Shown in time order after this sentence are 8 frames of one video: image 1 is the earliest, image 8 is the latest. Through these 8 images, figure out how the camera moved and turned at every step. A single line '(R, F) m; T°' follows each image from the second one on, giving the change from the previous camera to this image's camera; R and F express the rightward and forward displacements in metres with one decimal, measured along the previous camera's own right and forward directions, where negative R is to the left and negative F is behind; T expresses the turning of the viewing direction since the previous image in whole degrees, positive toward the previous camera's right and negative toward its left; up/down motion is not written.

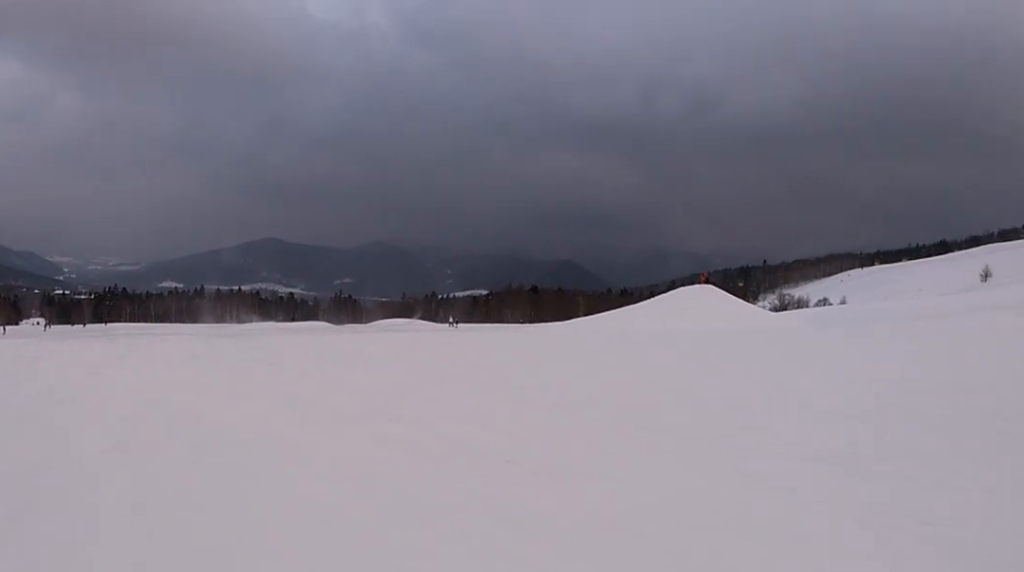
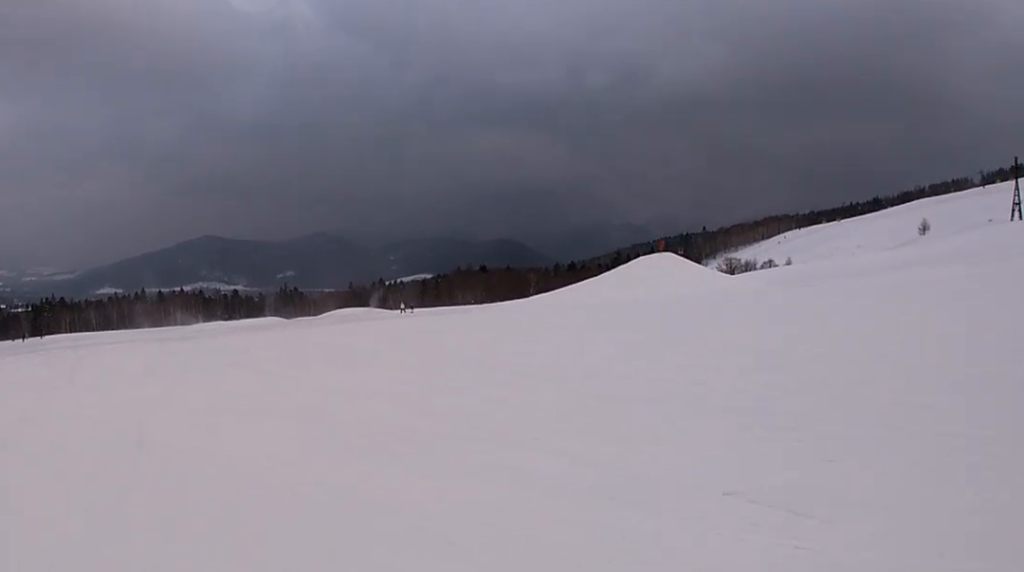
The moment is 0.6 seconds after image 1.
(0.0, +3.2) m; 0°
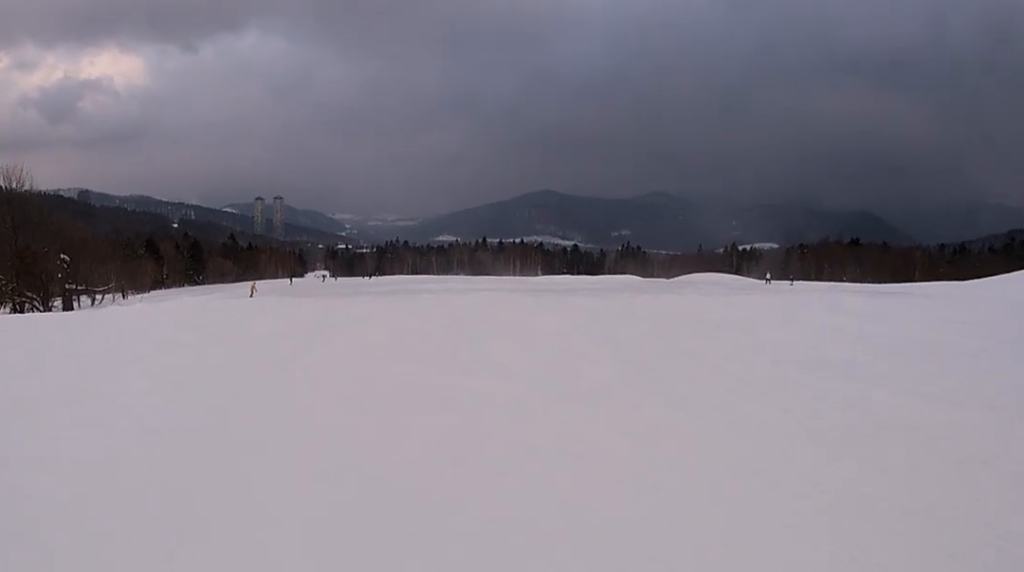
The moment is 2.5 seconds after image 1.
(+0.6, +10.6) m; +19°
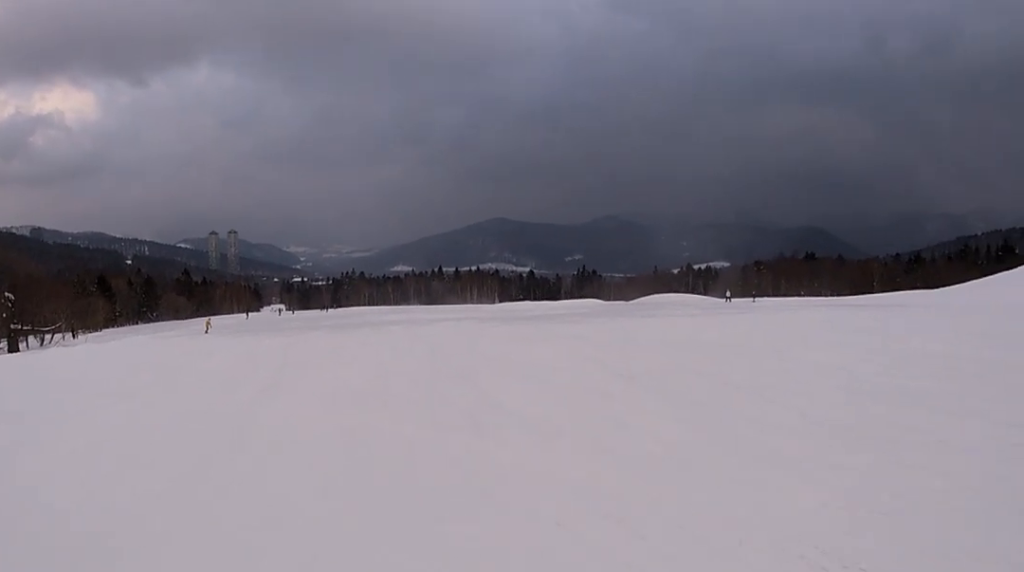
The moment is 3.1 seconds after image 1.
(+0.8, +2.8) m; 0°
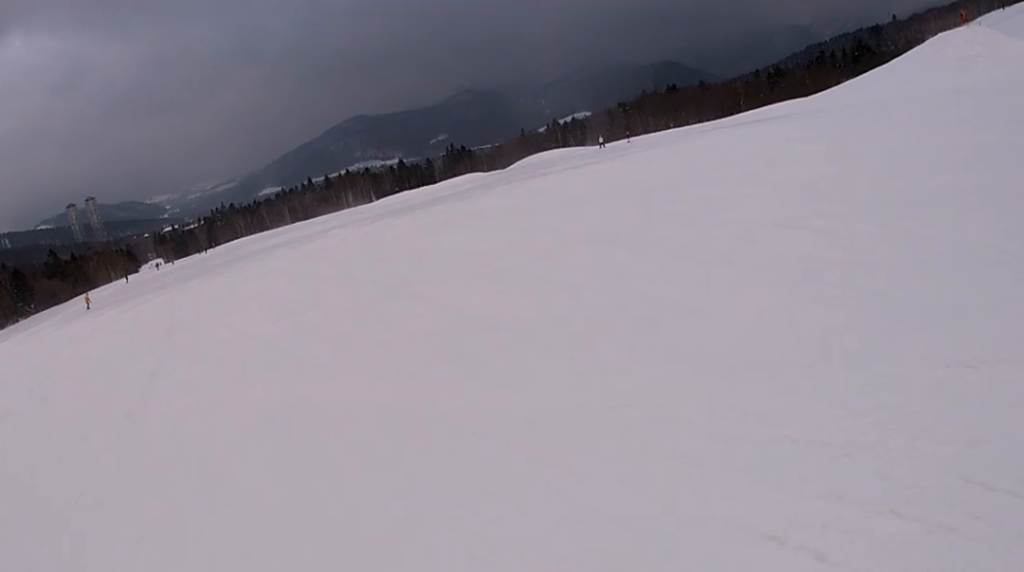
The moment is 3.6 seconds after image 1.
(+0.4, +2.8) m; -3°
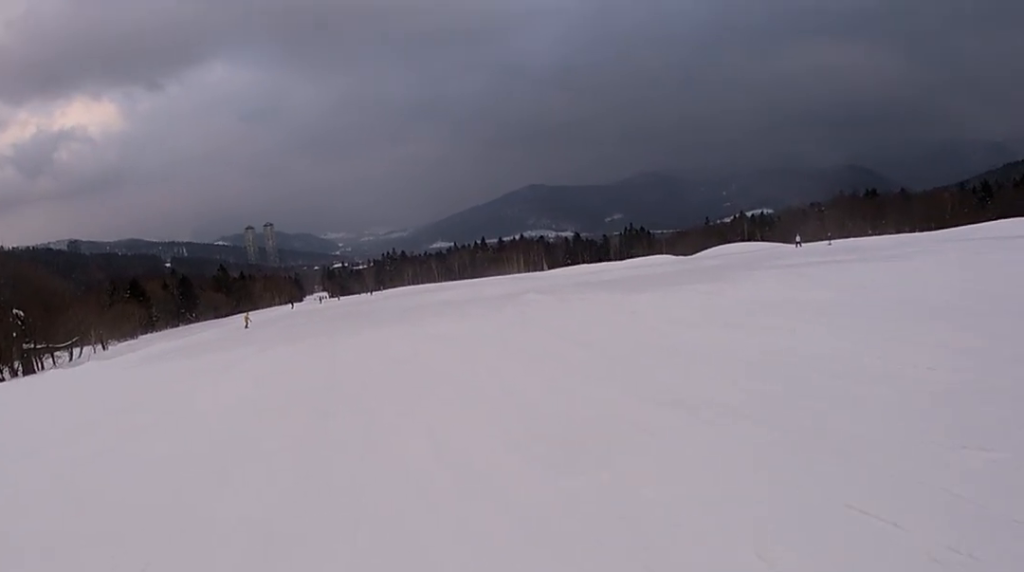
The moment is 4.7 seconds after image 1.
(-1.7, +6.3) m; -16°
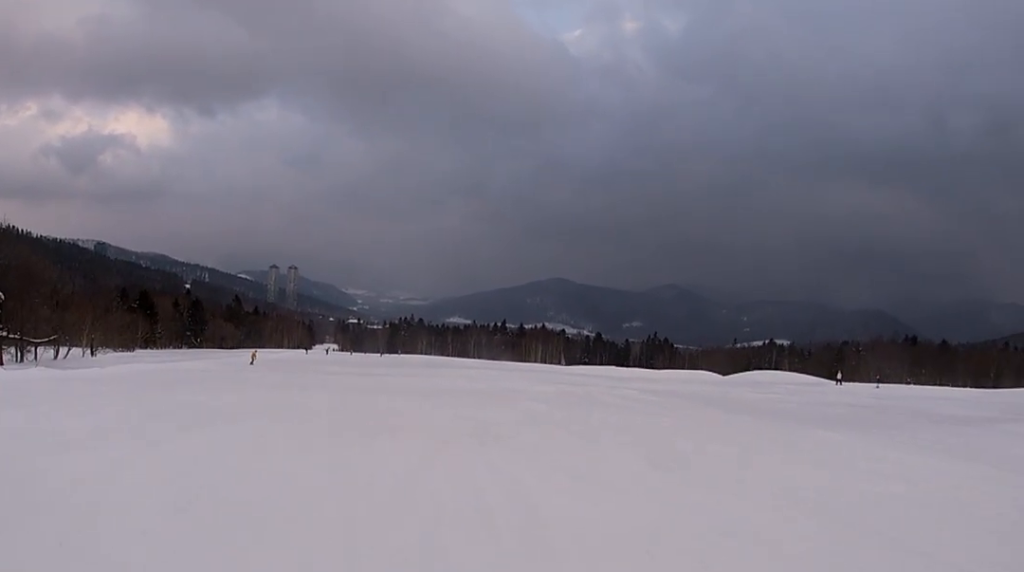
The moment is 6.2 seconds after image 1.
(-0.1, +8.1) m; -1°
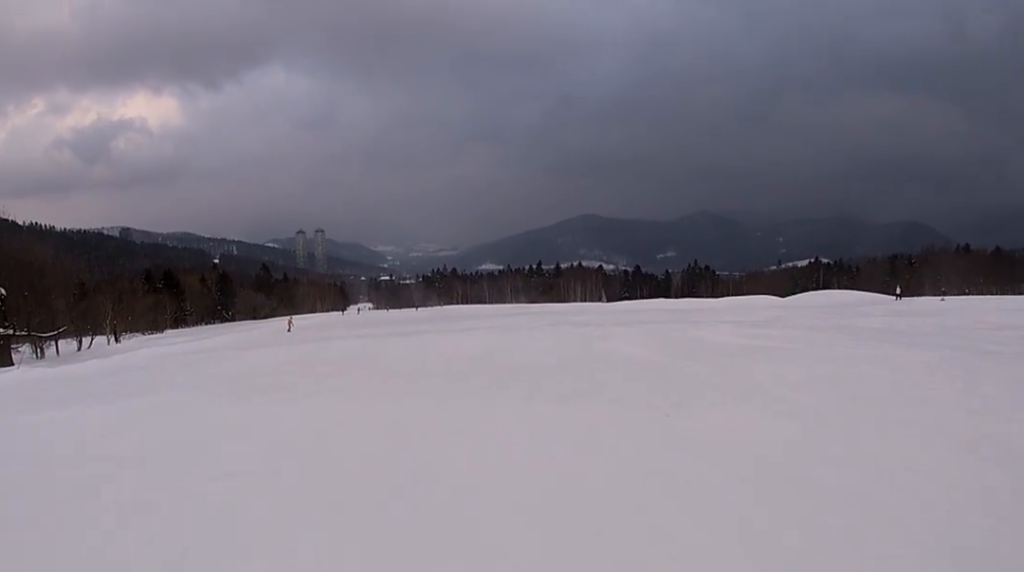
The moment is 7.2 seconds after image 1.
(0.0, +5.1) m; 0°
